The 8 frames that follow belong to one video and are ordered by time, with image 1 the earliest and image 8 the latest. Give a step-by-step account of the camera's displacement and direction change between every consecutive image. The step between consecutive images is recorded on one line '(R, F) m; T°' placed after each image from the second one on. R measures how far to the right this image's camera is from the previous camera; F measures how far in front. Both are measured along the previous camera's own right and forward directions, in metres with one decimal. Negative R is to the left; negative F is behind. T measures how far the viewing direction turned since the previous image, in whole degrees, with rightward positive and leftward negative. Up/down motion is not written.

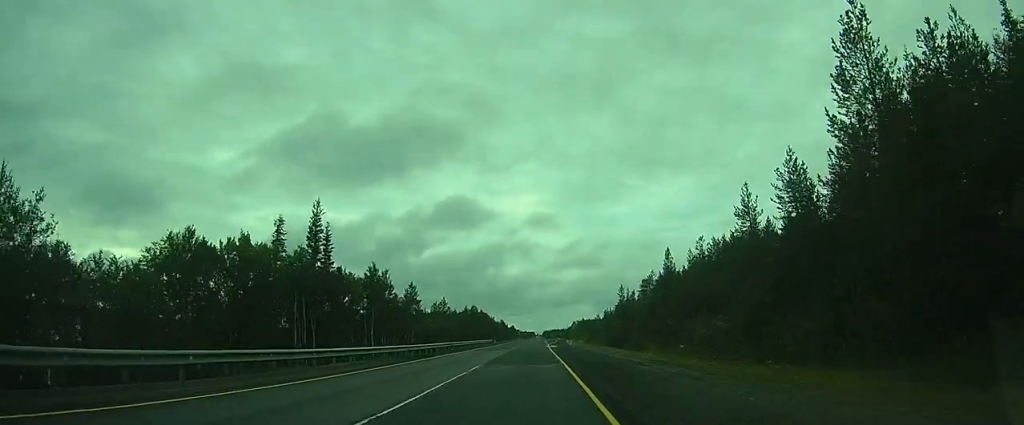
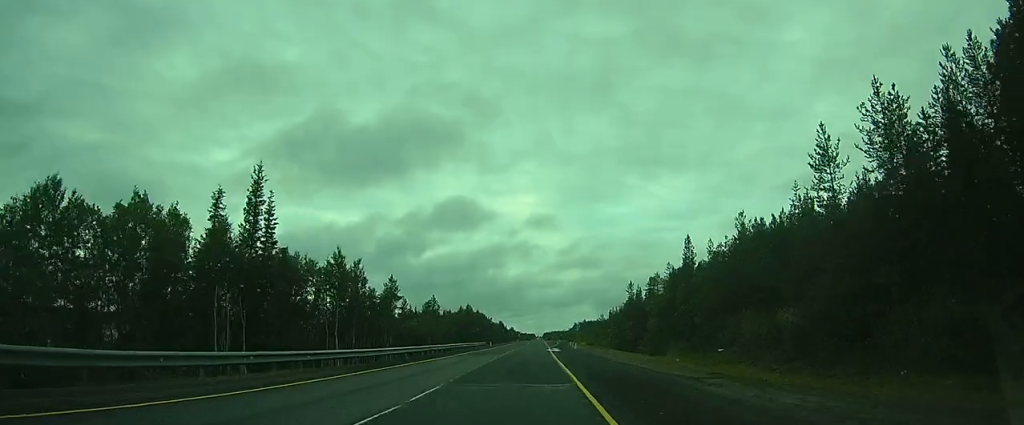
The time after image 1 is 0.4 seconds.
(0.0, +7.5) m; 0°
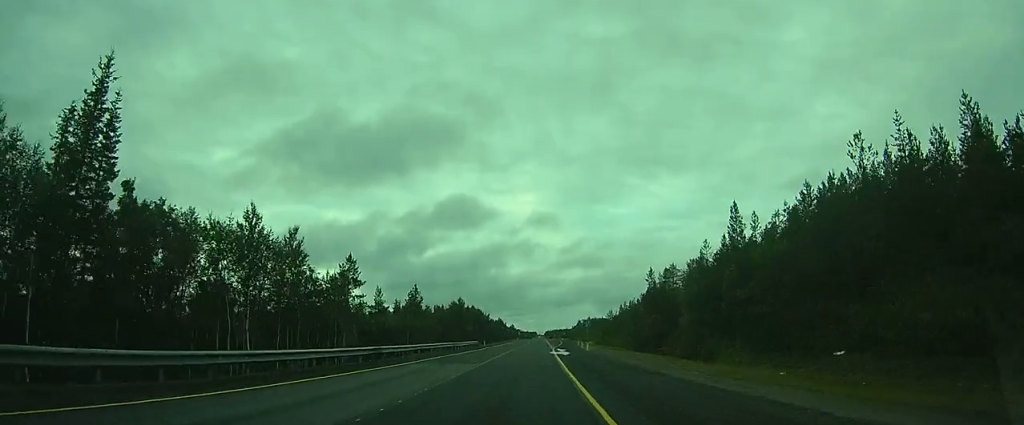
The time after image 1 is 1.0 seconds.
(0.0, +11.4) m; 0°
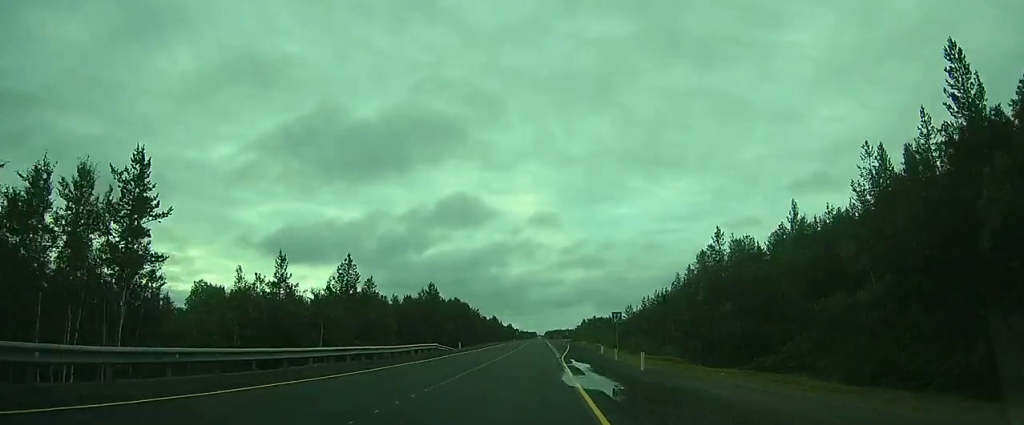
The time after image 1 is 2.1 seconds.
(+0.1, +24.1) m; +1°
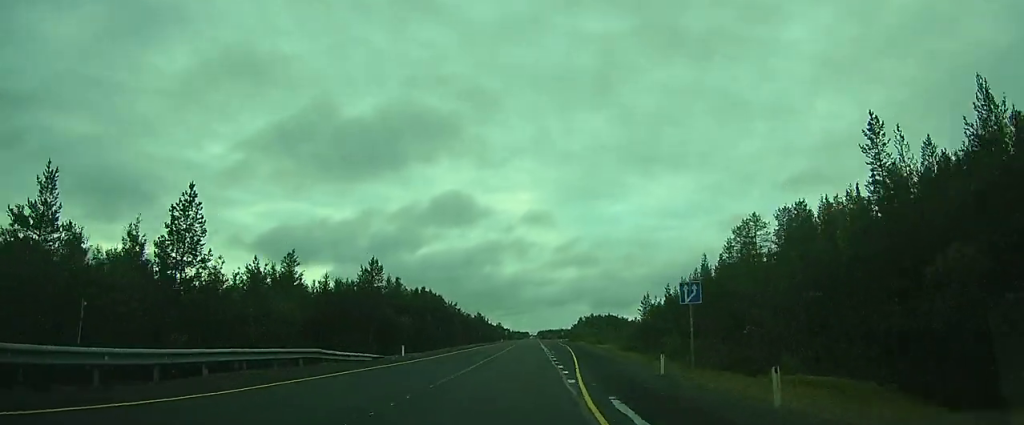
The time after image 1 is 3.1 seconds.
(+0.1, +23.0) m; 0°
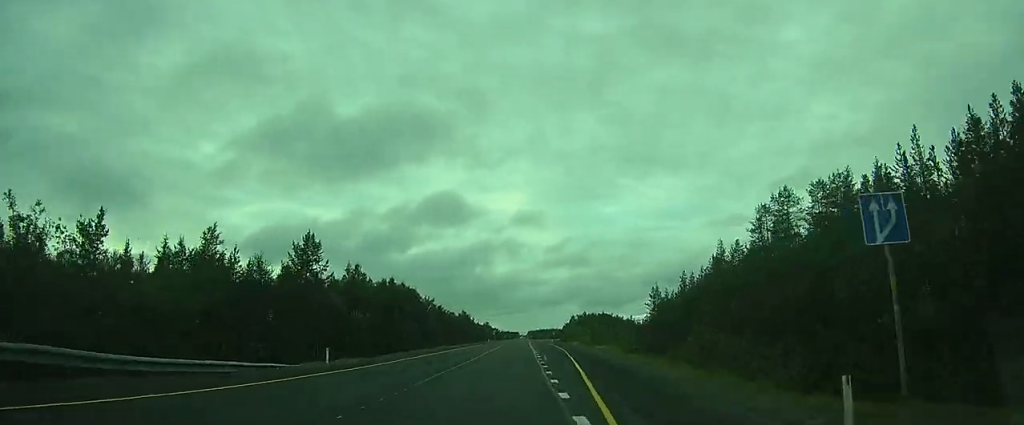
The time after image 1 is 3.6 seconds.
(0.0, +12.2) m; 0°
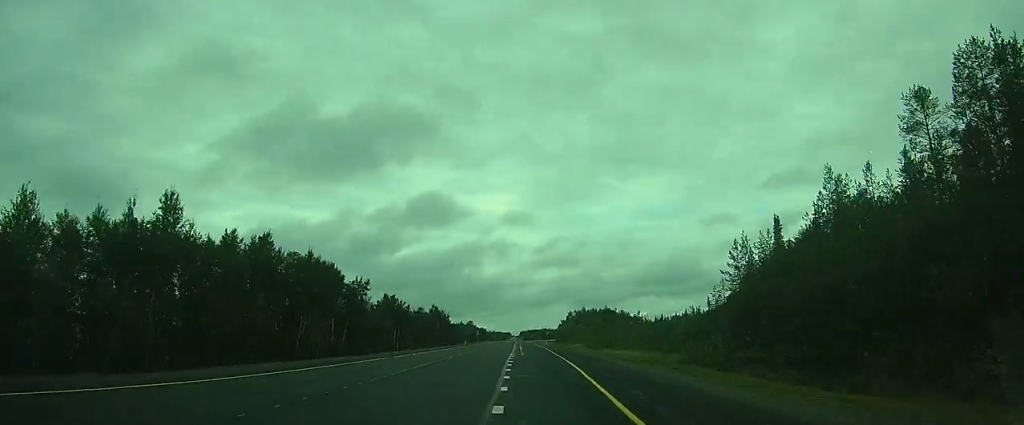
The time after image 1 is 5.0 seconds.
(0.0, +29.1) m; 0°
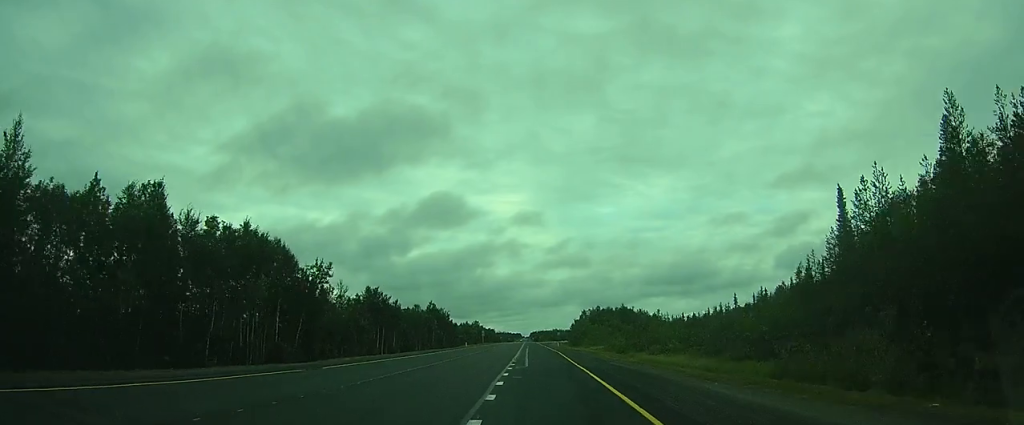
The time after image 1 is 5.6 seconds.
(+0.1, +11.8) m; 0°
